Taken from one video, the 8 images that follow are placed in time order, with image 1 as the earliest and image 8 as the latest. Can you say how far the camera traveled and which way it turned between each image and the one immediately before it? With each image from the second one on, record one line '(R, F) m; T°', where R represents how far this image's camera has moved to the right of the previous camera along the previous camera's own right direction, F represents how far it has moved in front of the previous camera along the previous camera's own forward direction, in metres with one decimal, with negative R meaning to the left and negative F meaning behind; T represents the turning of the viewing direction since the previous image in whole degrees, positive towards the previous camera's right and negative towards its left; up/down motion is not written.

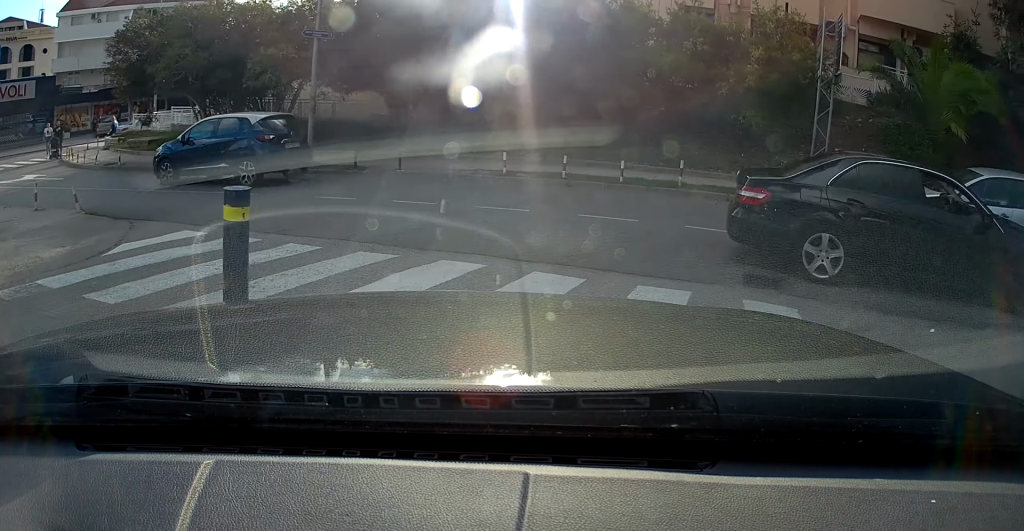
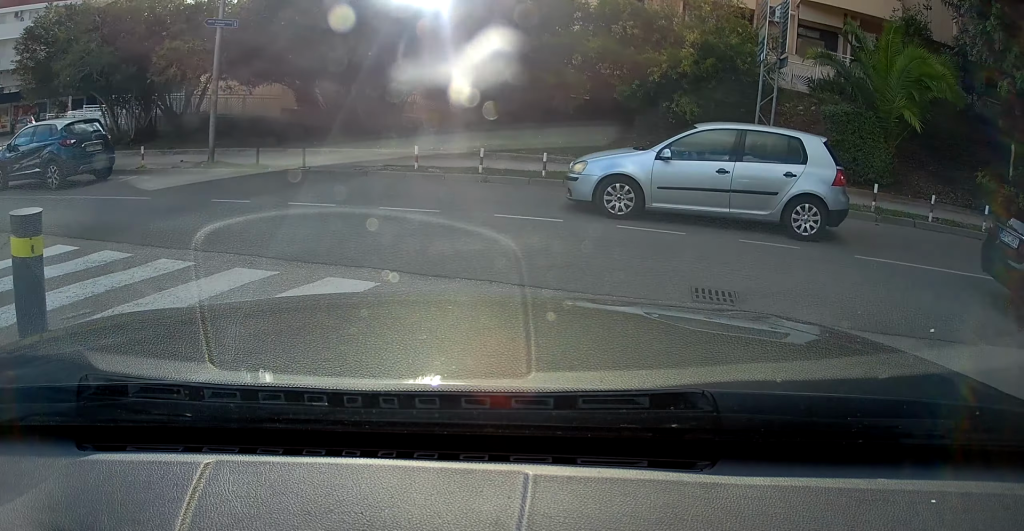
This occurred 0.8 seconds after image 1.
(0.0, +0.9) m; +14°
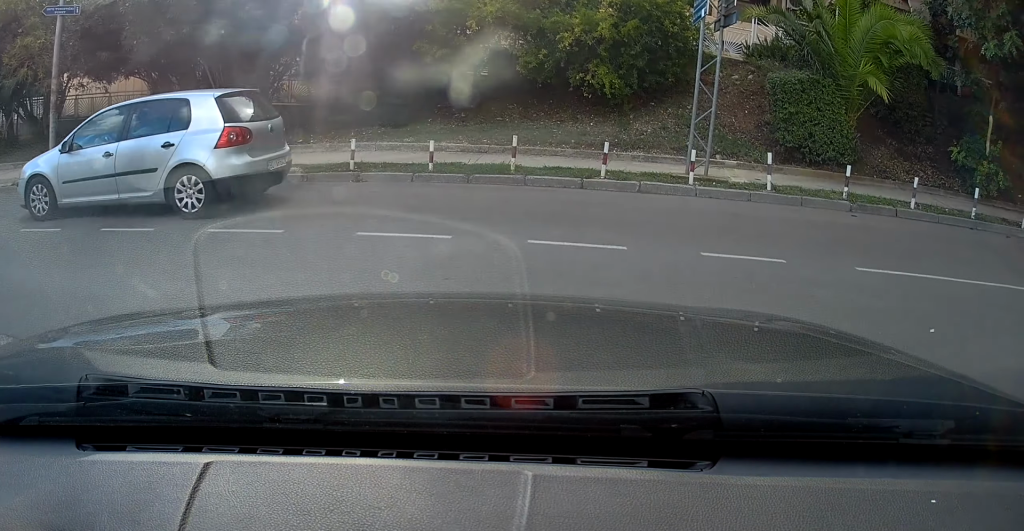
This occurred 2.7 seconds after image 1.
(+0.6, +1.9) m; +39°
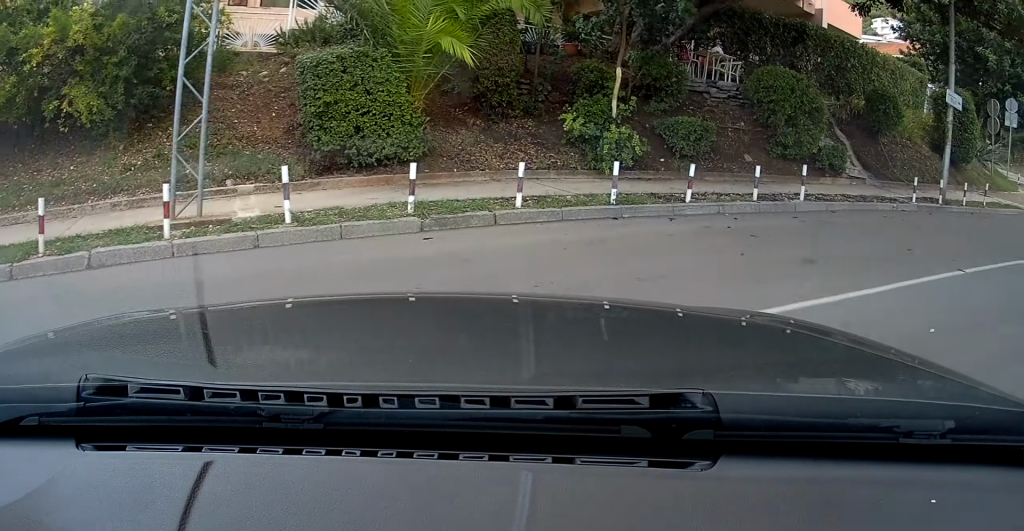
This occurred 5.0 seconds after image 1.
(+1.6, +3.5) m; +37°
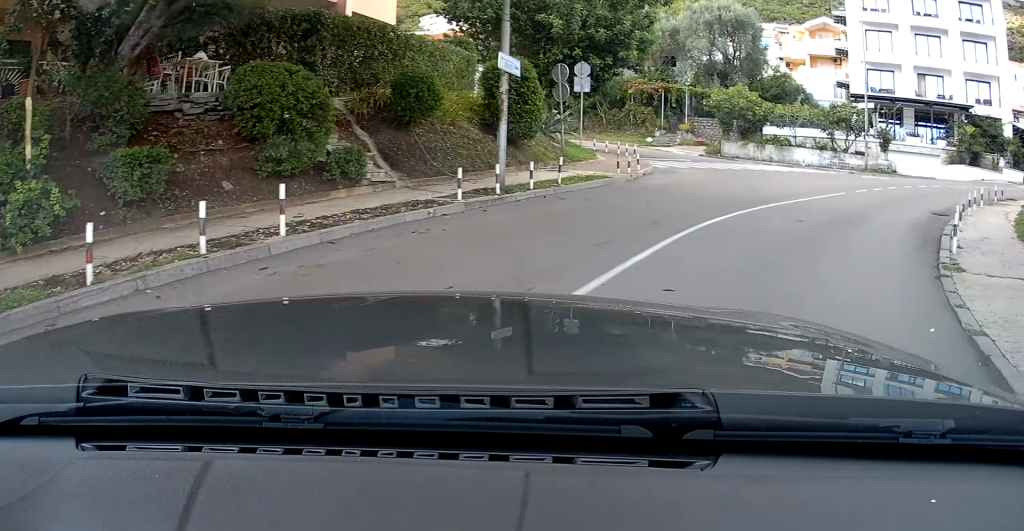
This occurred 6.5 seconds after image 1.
(+0.5, +3.5) m; +13°
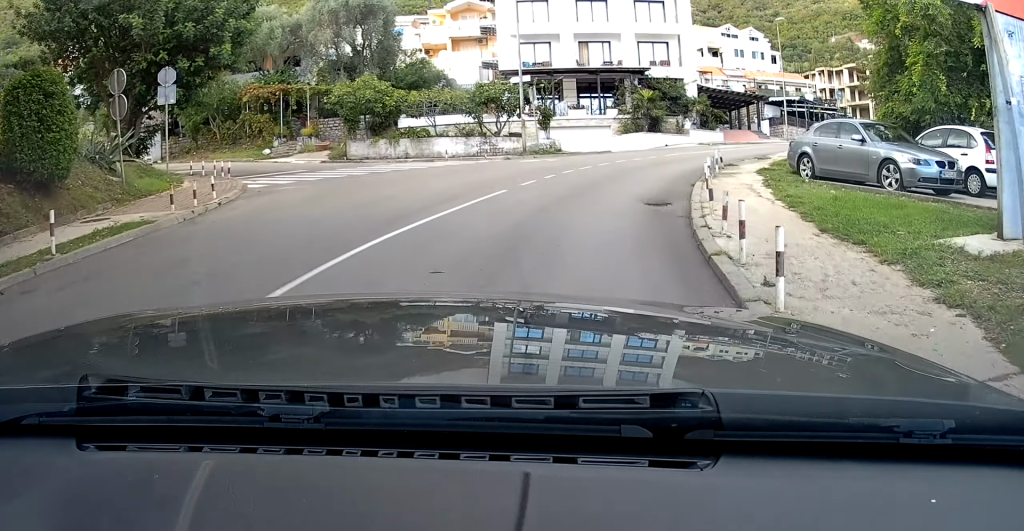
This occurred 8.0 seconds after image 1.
(+0.4, +4.7) m; +11°
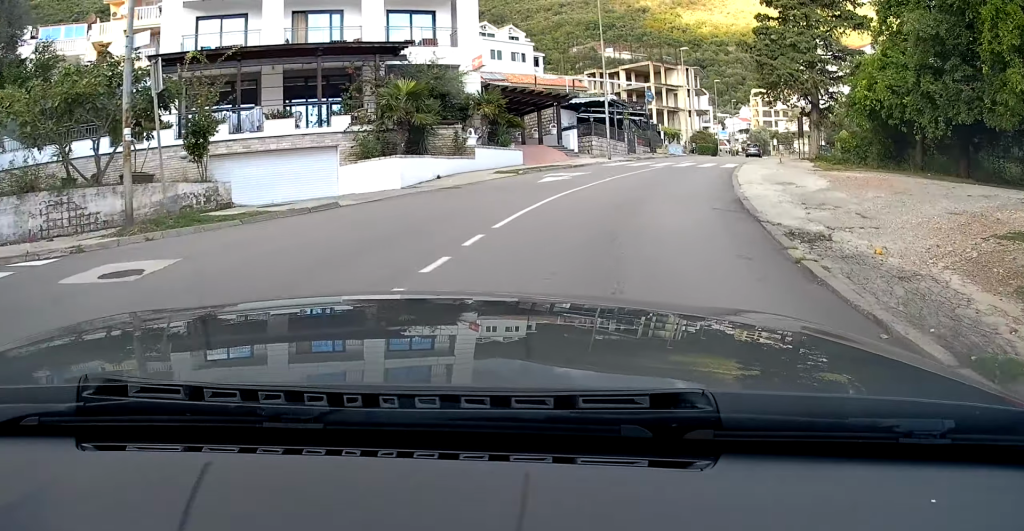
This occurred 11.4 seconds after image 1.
(+2.9, +13.7) m; +24°
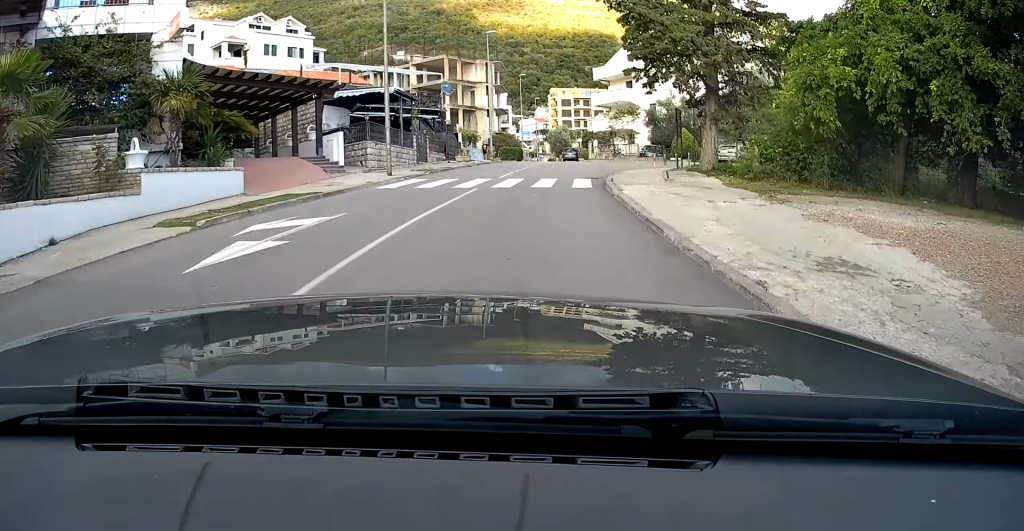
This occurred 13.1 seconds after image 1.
(+1.0, +10.0) m; +8°
